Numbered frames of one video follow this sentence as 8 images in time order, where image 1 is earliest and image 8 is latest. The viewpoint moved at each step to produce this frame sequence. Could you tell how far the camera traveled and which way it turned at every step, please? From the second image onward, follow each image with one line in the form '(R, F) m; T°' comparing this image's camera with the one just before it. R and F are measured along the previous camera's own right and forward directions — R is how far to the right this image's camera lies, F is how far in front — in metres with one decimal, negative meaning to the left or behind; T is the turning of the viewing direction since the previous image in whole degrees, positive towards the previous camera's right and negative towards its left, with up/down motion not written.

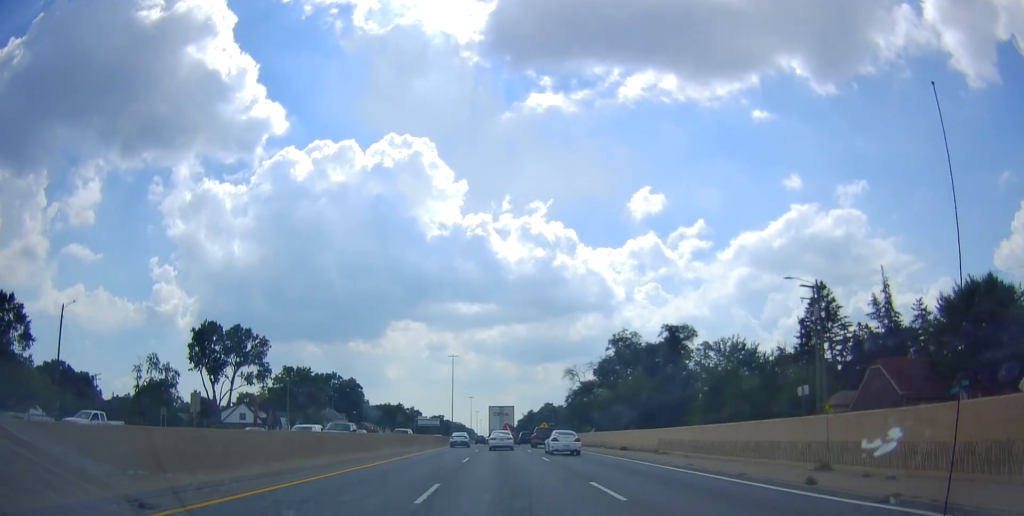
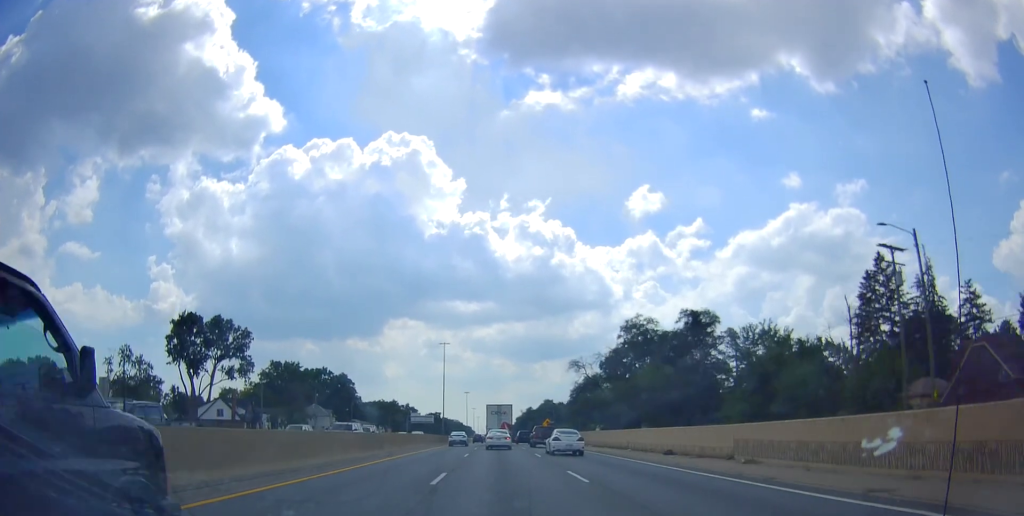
(0.0, +11.7) m; 0°
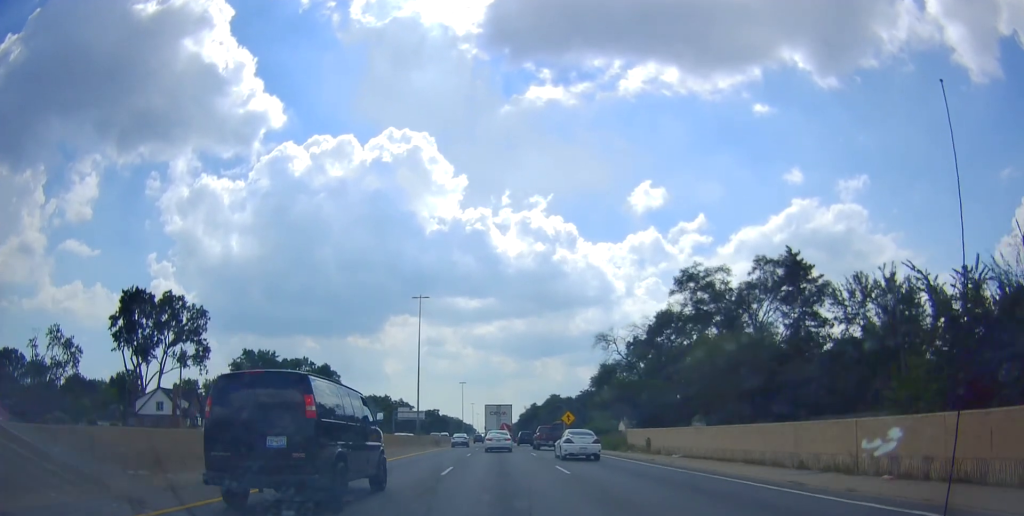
(+0.3, +27.6) m; +1°
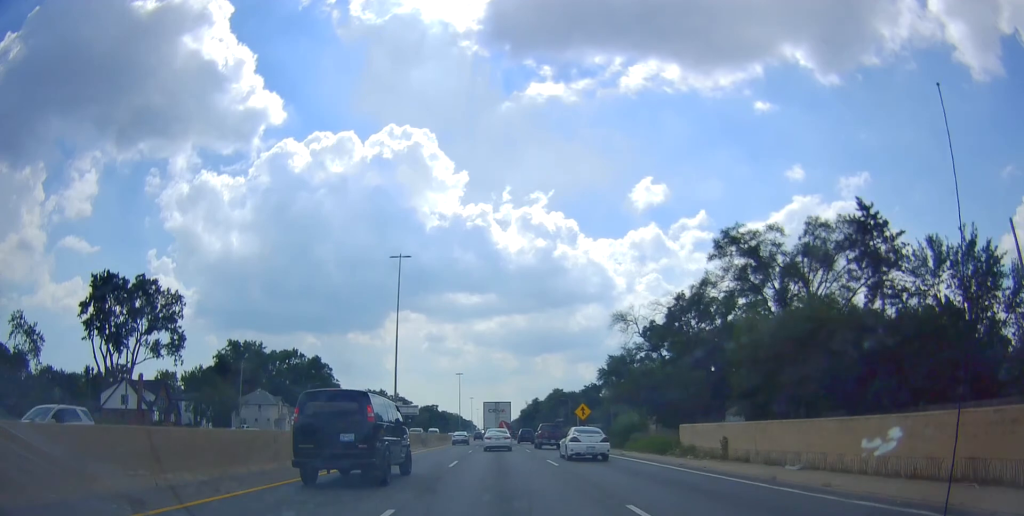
(+0.3, +12.3) m; 0°
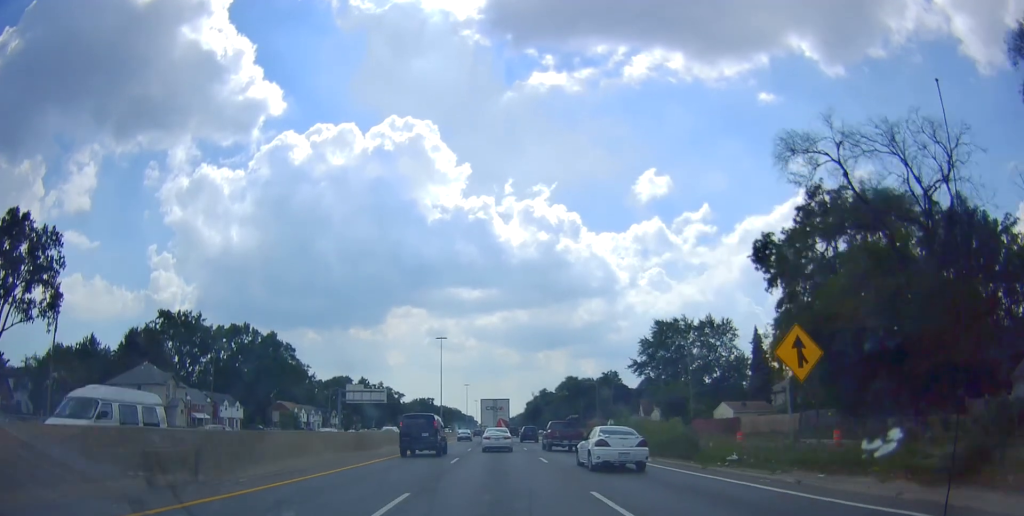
(0.0, +44.2) m; 0°
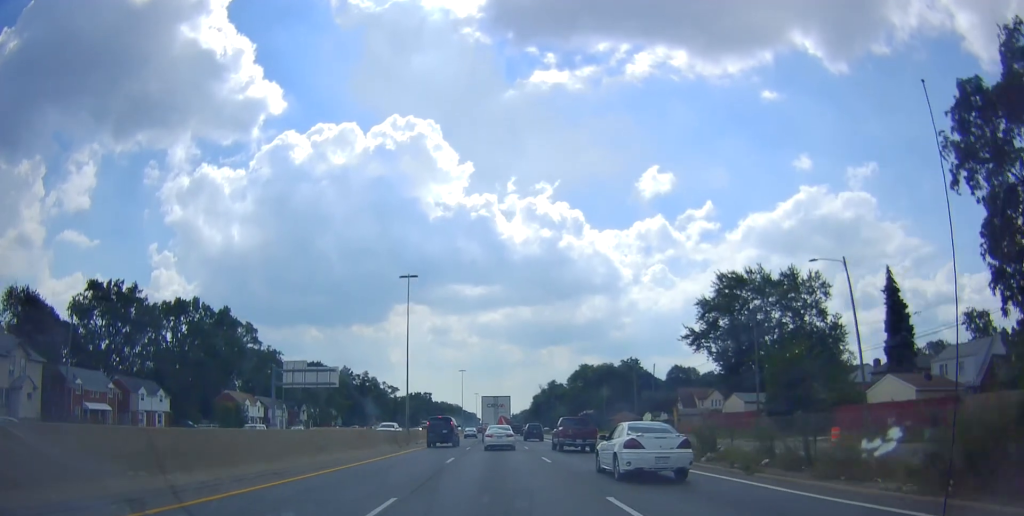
(-0.6, +32.1) m; -1°
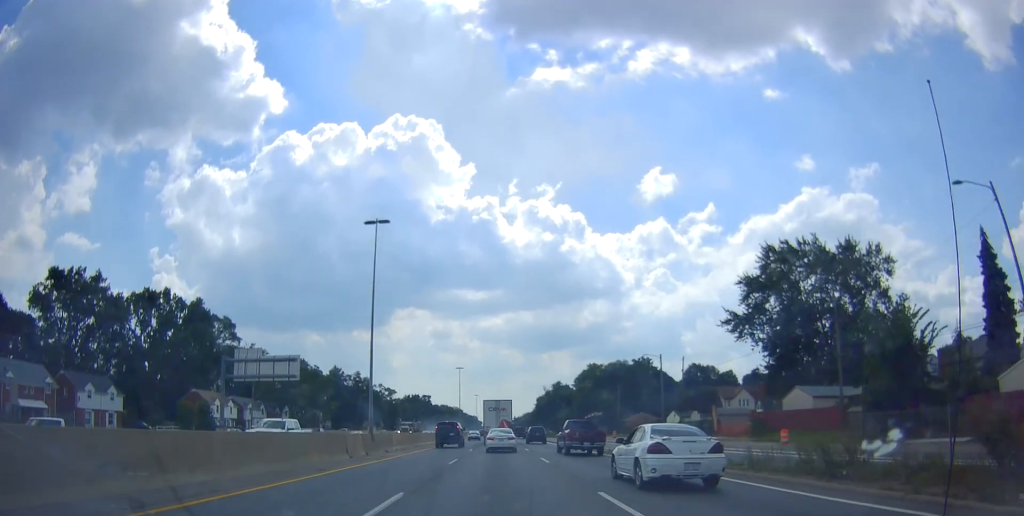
(+0.1, +14.6) m; +1°
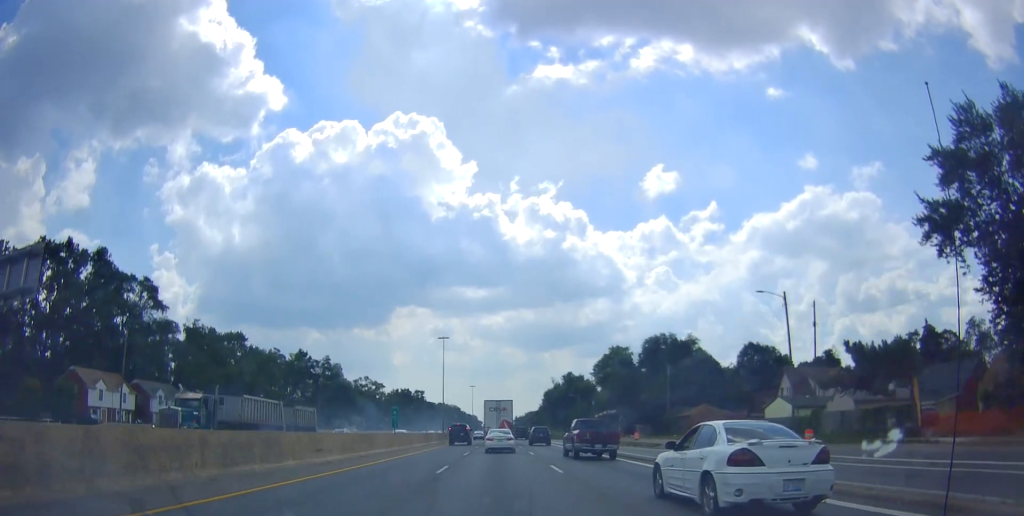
(+0.9, +36.0) m; 0°
